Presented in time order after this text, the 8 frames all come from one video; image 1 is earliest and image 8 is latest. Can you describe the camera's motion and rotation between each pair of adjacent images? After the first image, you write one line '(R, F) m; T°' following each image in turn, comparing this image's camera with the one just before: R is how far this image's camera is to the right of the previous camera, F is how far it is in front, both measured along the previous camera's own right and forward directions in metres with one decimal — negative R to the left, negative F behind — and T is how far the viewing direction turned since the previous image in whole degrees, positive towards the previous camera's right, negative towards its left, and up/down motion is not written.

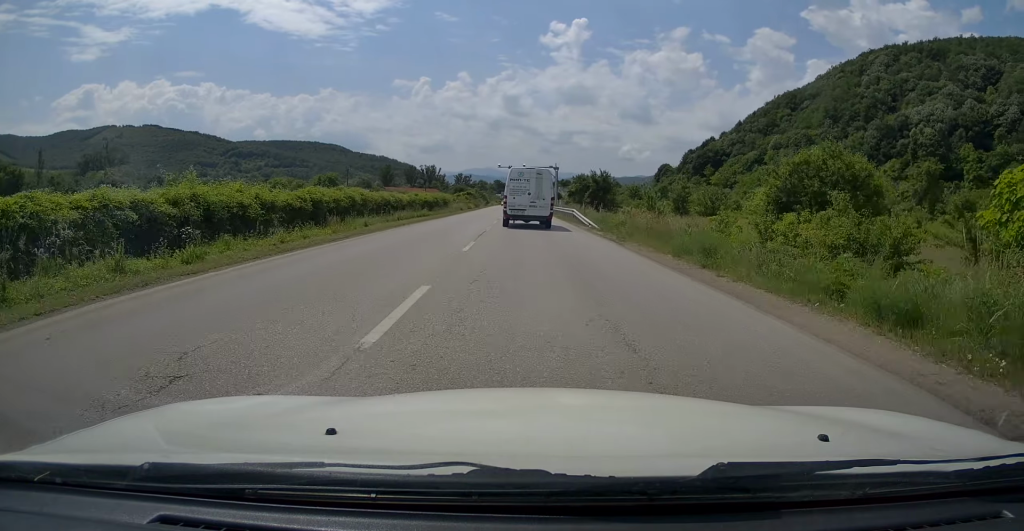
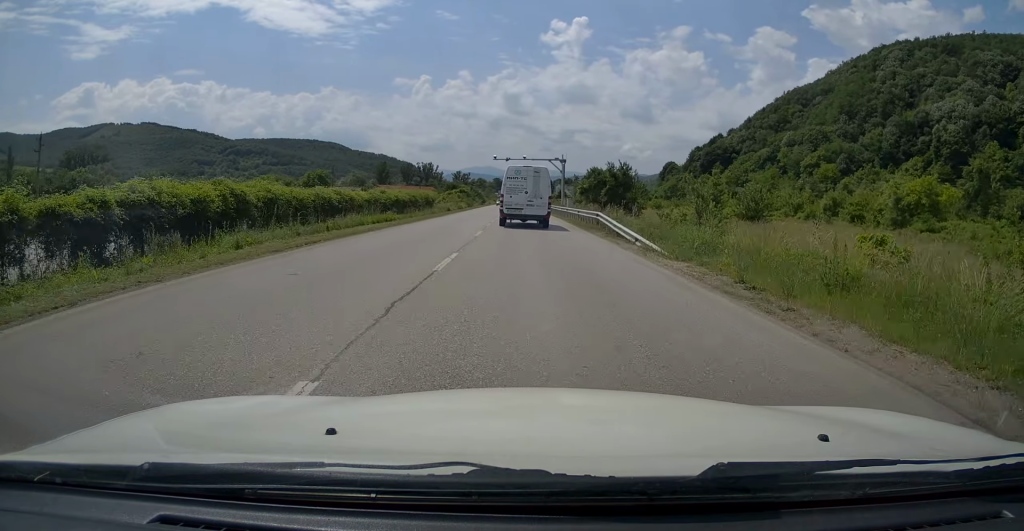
(+0.1, +13.3) m; +1°
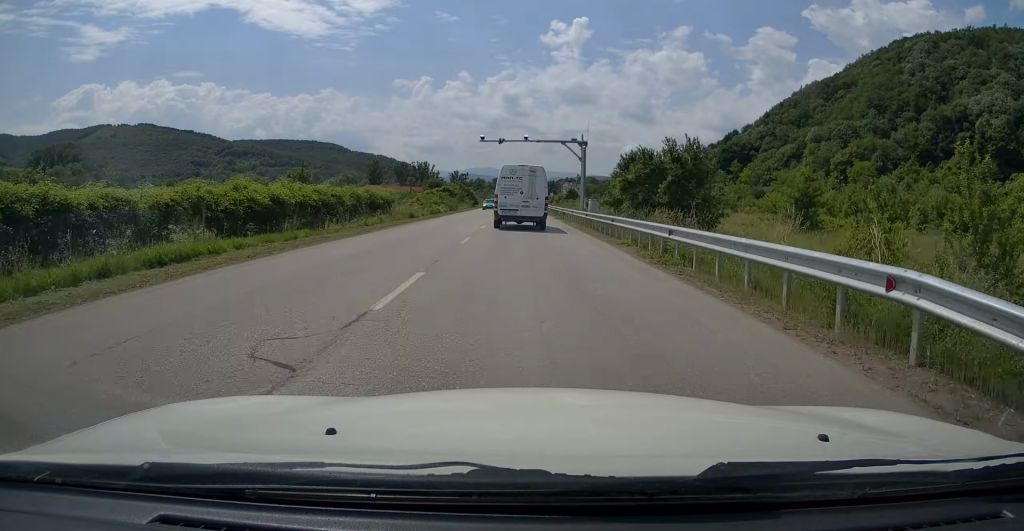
(+0.2, +21.9) m; +1°
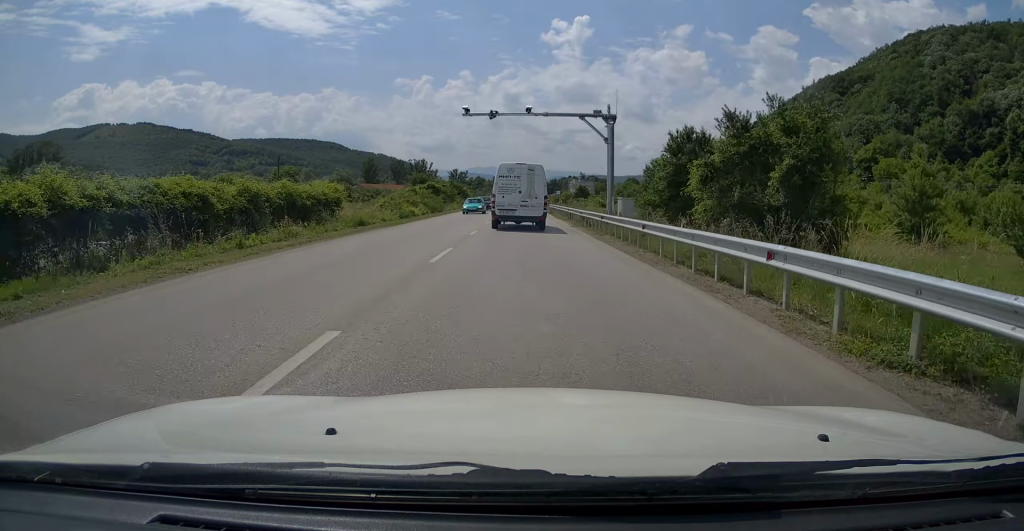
(0.0, +13.6) m; 0°
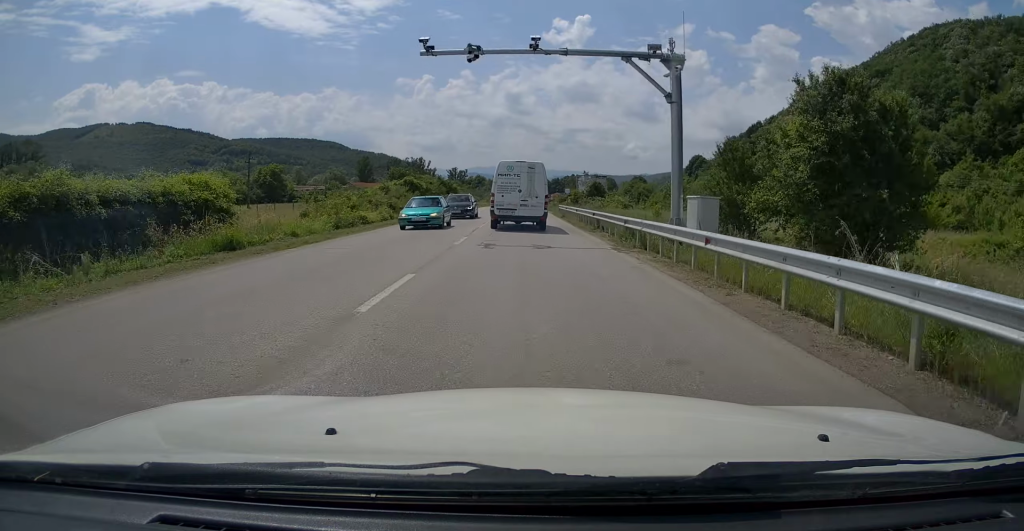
(0.0, +13.5) m; 0°
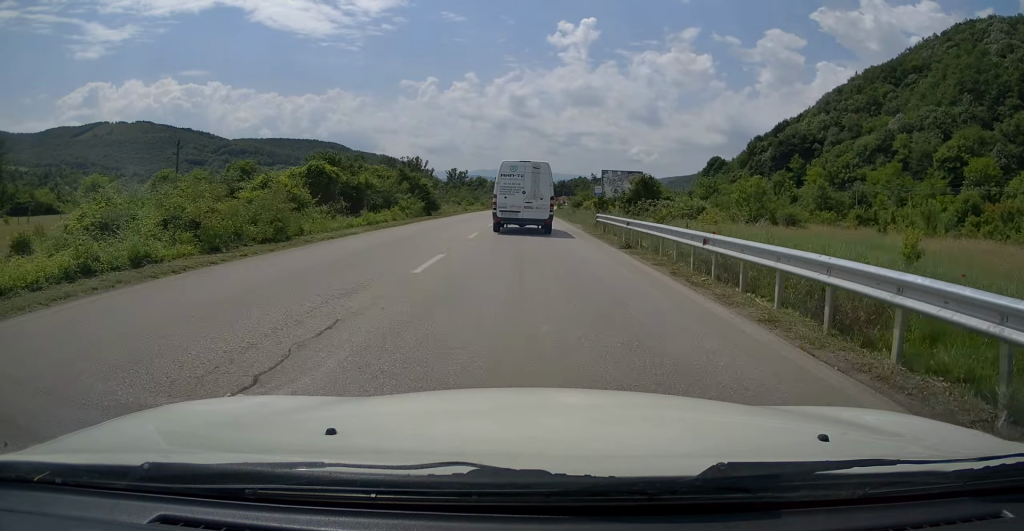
(-0.3, +23.9) m; -1°
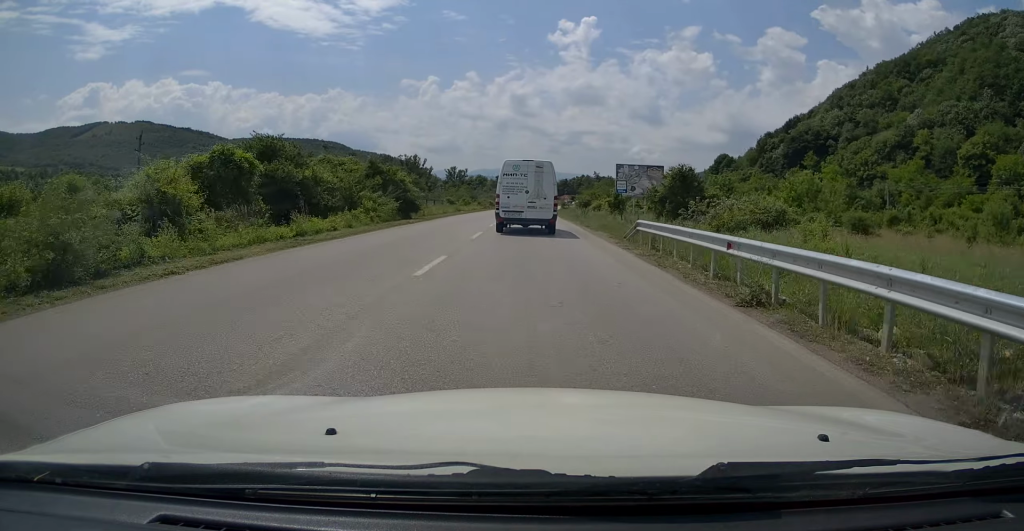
(-0.1, +9.1) m; 0°
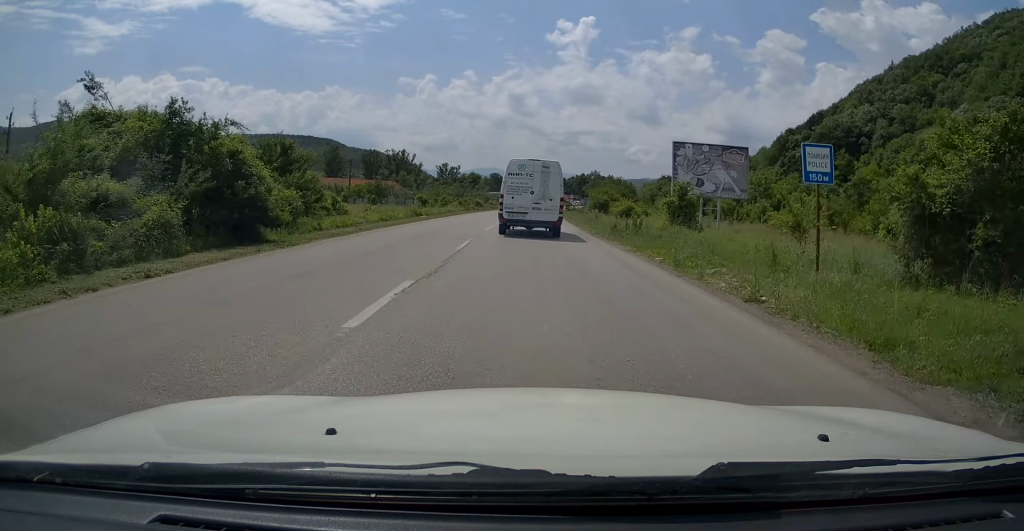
(+0.1, +21.8) m; 0°
